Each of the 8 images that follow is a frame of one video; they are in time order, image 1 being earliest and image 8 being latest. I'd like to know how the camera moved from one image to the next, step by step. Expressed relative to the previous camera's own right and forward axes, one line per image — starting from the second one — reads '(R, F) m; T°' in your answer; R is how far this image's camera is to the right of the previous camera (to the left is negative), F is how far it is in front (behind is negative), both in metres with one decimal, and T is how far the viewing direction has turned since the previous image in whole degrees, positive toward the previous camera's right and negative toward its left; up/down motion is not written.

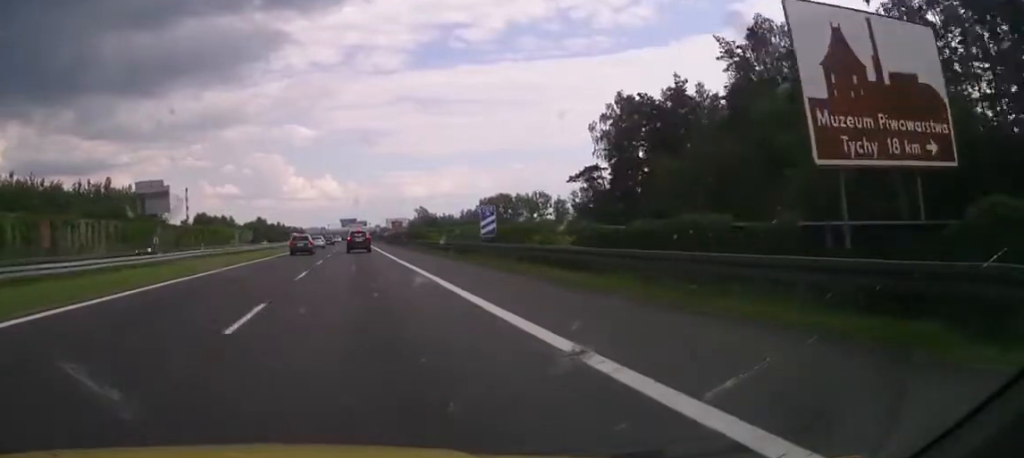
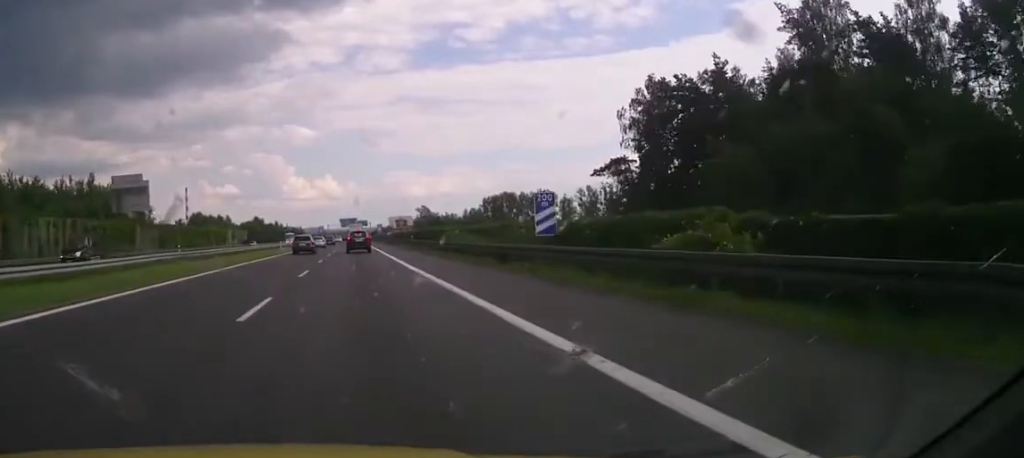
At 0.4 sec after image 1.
(0.0, +10.6) m; 0°
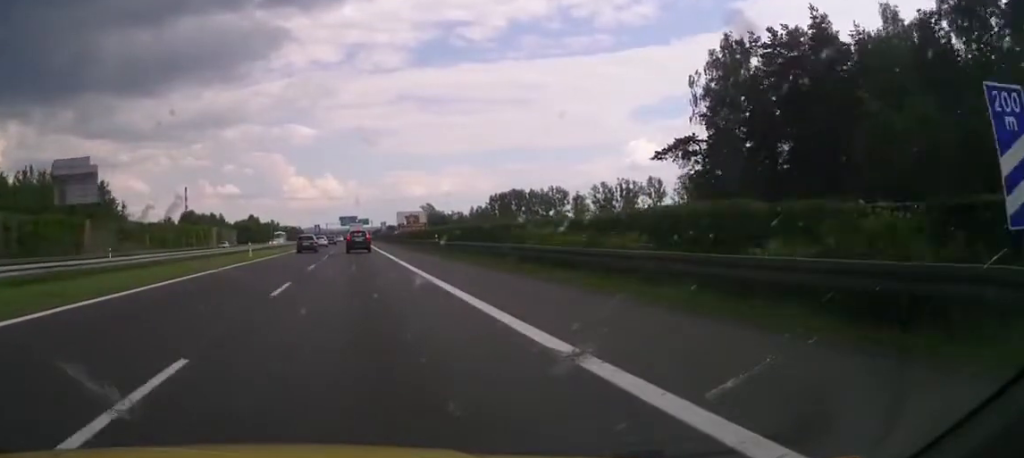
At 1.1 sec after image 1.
(0.0, +19.6) m; 0°
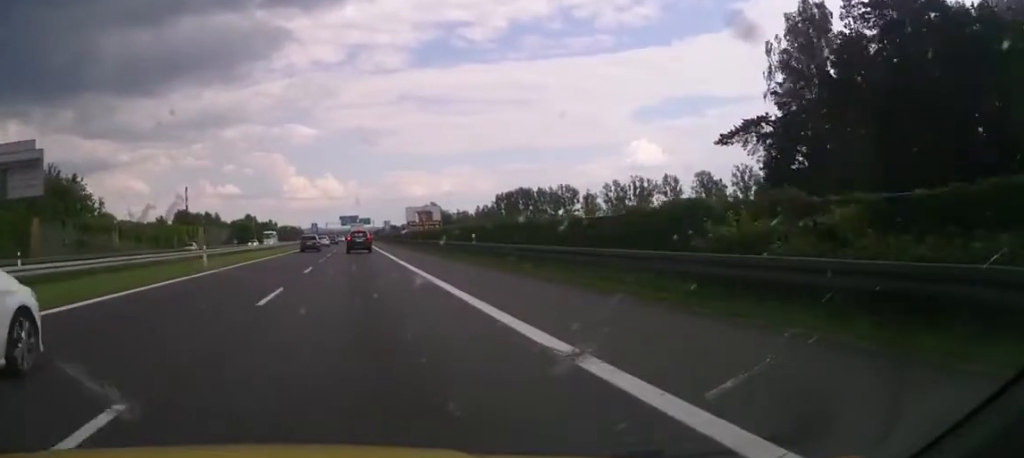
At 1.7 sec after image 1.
(0.0, +14.2) m; 0°
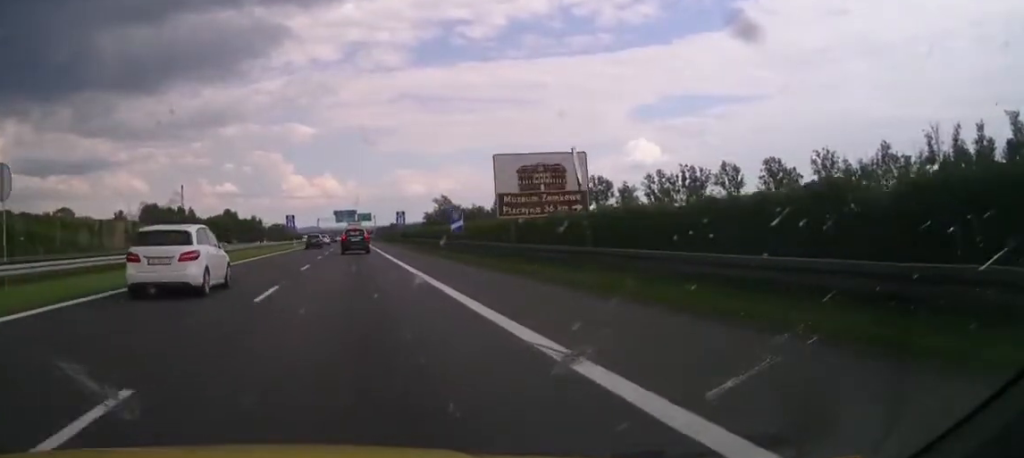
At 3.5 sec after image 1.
(+0.8, +48.6) m; 0°
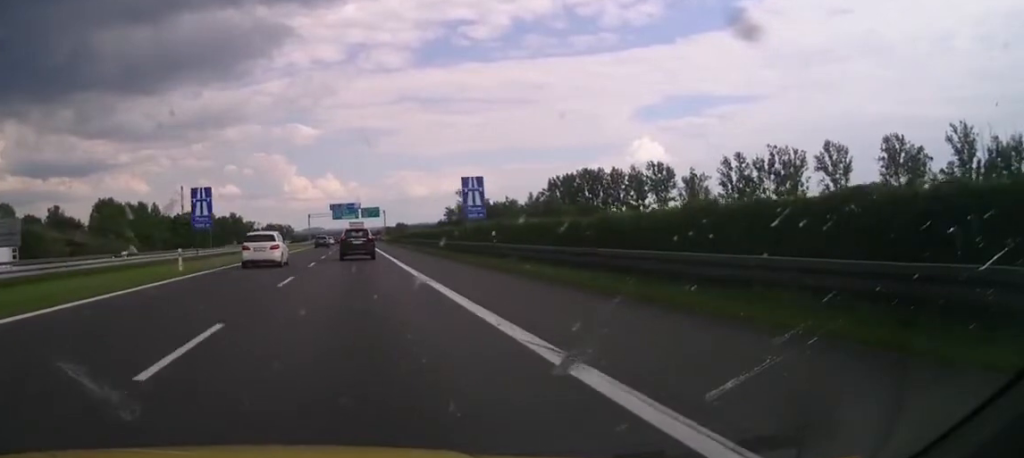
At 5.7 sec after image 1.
(-0.7, +56.7) m; -1°
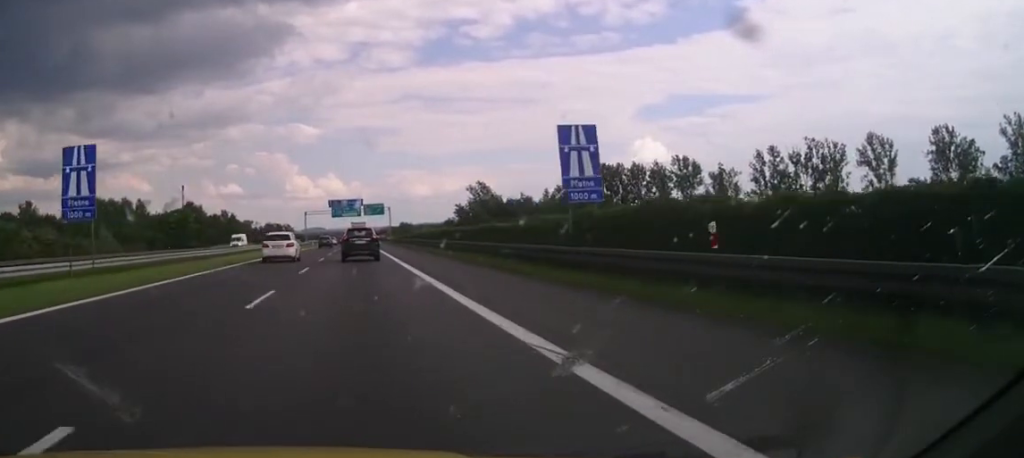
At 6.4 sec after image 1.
(-0.4, +18.4) m; -1°
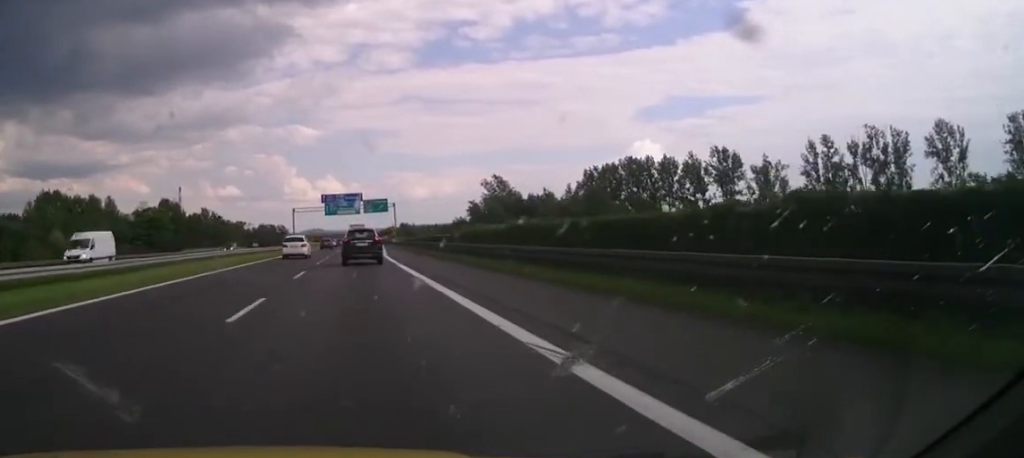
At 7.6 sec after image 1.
(+0.1, +27.8) m; 0°
